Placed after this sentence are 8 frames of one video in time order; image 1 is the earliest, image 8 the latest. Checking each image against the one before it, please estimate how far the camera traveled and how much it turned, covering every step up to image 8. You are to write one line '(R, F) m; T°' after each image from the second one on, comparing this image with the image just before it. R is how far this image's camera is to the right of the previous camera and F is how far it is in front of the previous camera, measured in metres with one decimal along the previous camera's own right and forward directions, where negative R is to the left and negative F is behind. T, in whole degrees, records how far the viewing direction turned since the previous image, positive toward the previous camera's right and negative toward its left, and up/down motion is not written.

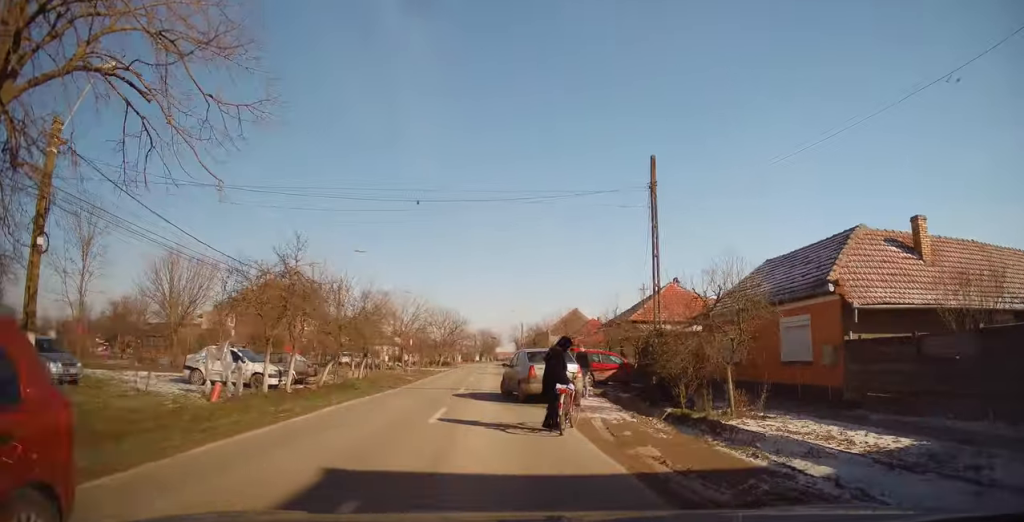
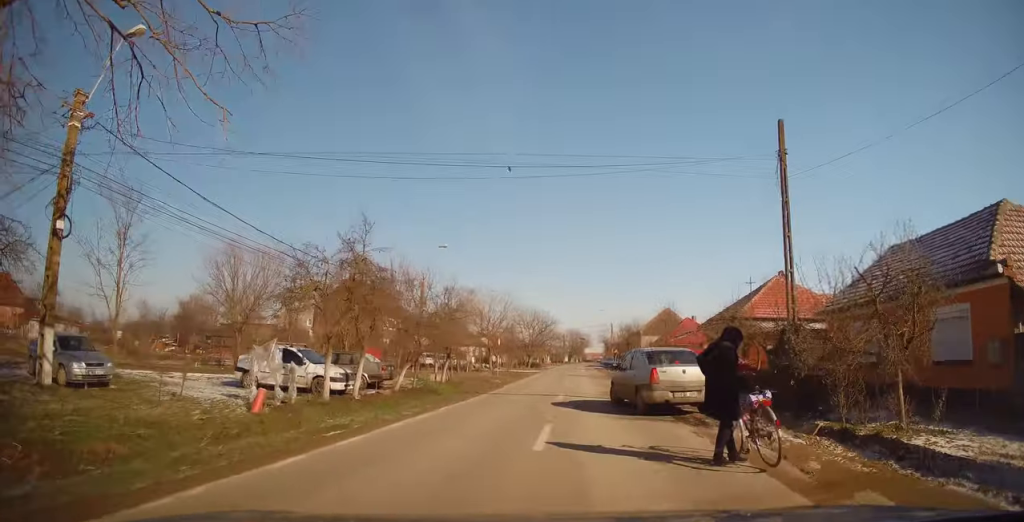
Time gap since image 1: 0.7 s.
(-0.1, +3.7) m; -5°
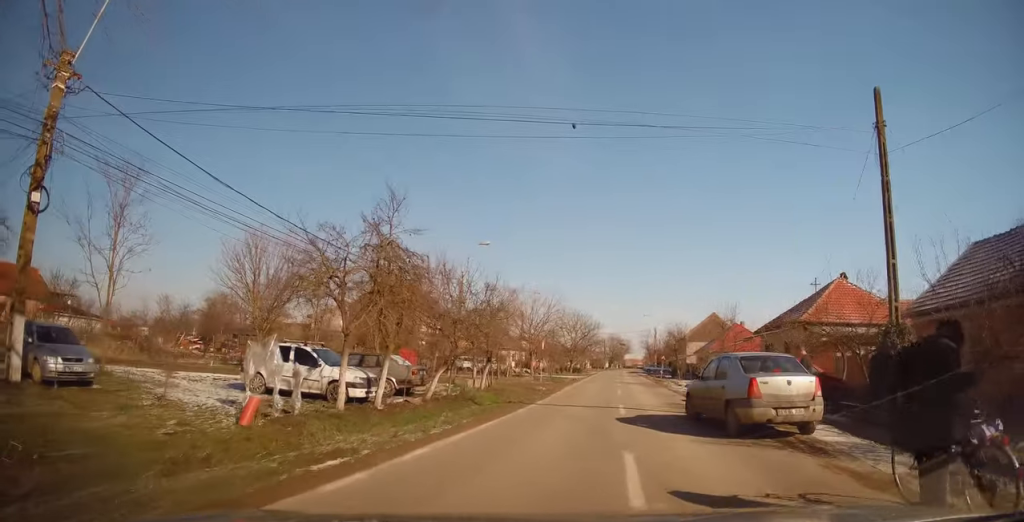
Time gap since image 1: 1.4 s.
(-0.2, +3.1) m; -3°
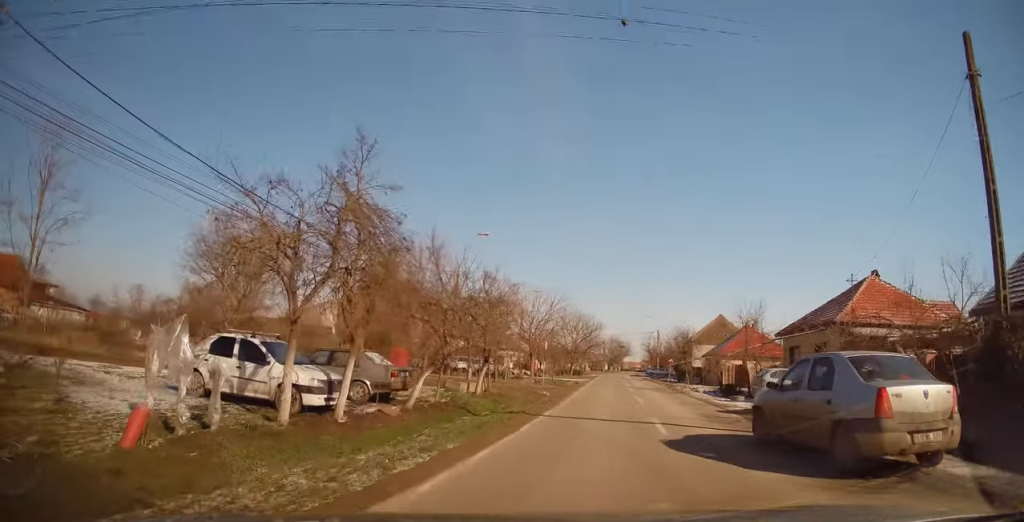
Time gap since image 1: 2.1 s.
(-0.1, +3.6) m; +1°
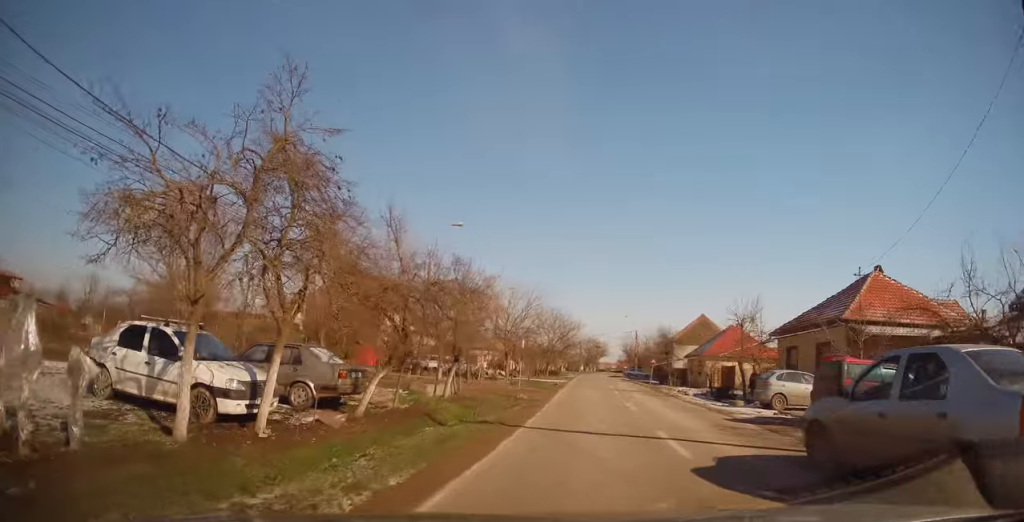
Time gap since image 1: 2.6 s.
(-0.1, +2.3) m; +3°
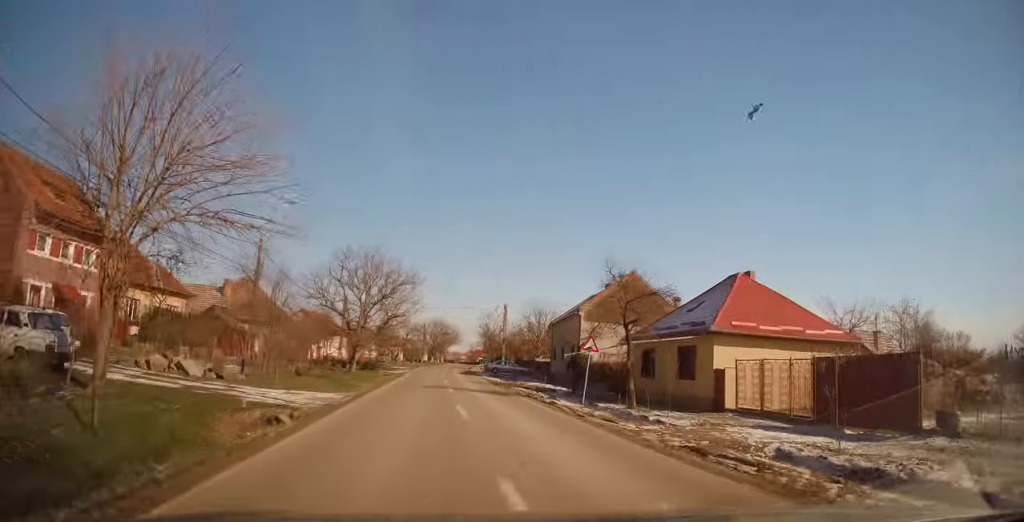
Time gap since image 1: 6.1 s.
(+3.4, +28.6) m; +12°
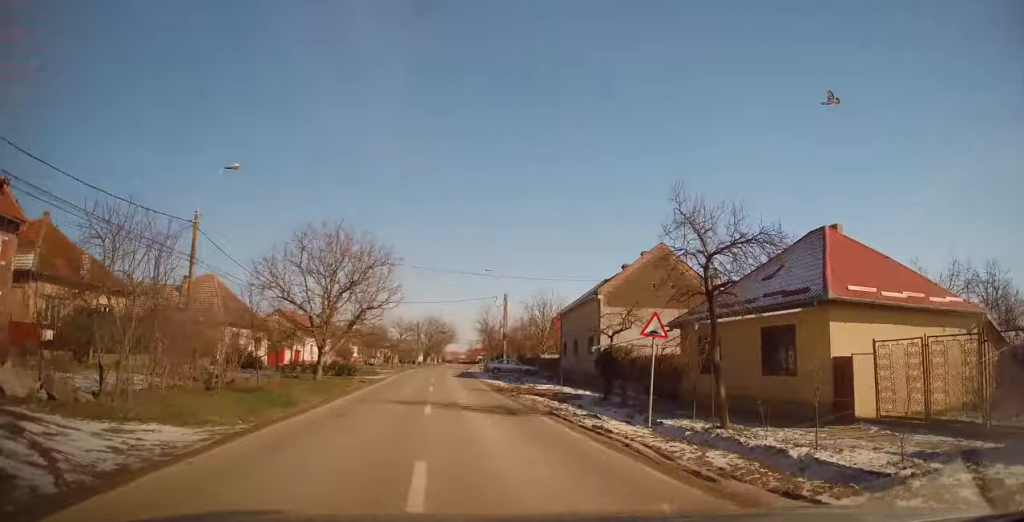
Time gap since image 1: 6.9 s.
(+0.6, +8.0) m; +2°
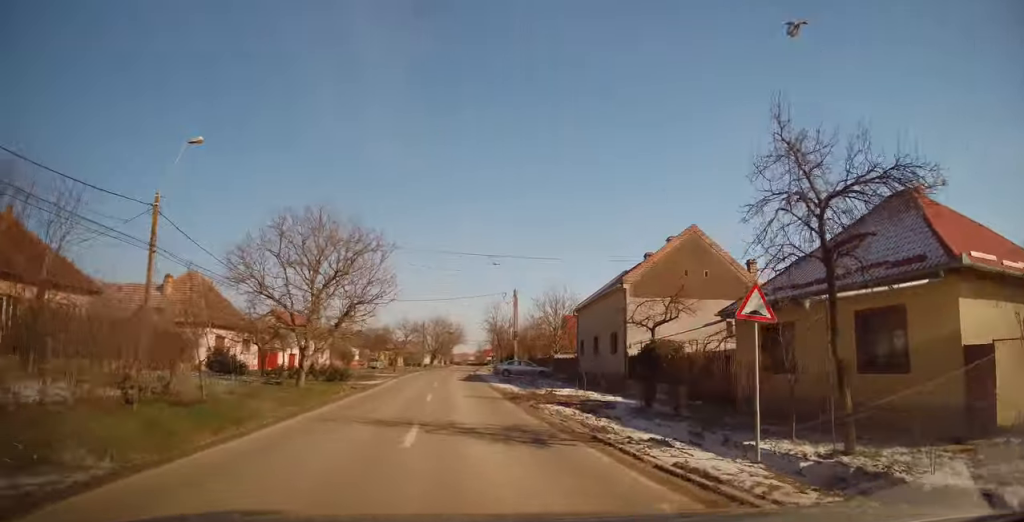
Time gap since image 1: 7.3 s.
(-0.2, +4.5) m; -2°
